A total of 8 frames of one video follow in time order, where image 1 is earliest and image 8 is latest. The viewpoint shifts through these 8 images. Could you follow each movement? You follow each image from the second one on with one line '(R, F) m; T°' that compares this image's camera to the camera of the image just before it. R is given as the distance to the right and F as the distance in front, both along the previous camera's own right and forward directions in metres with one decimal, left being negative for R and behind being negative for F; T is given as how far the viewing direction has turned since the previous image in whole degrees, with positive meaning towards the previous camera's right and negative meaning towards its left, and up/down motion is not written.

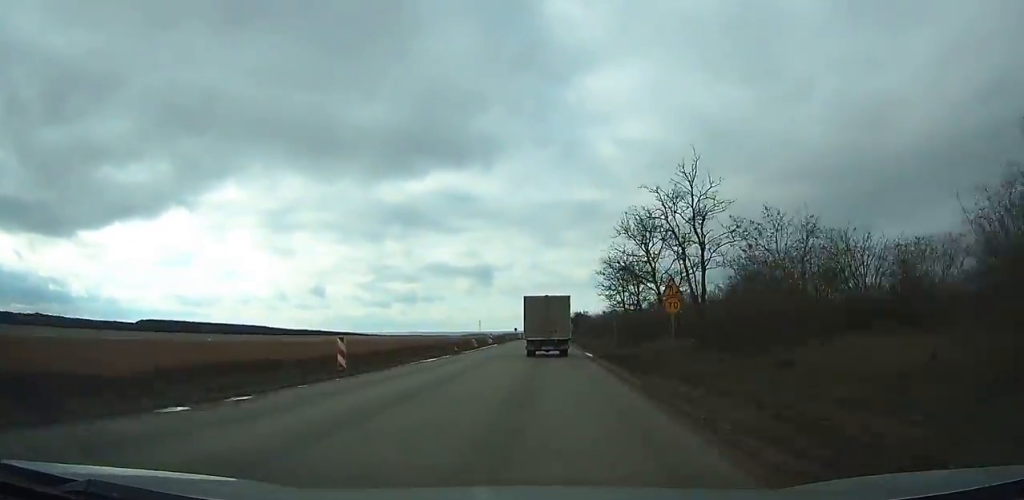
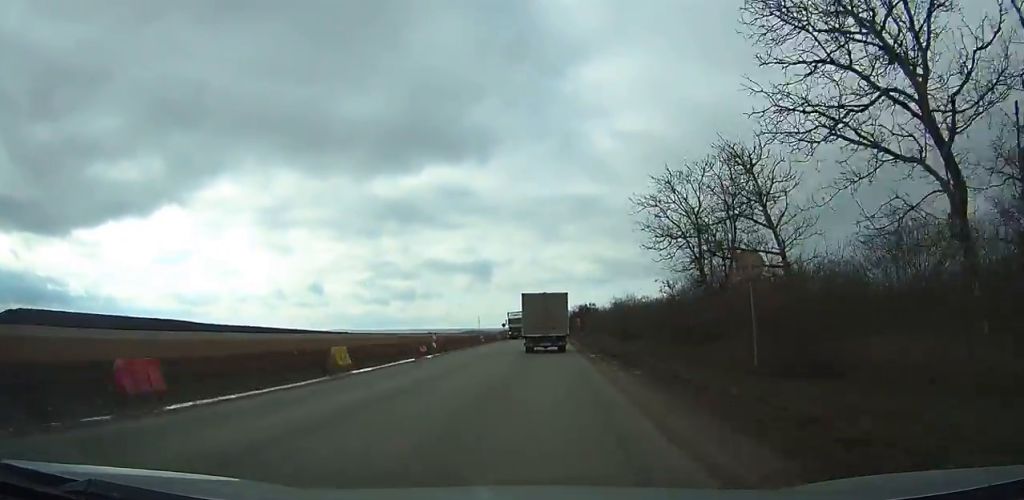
(0.0, +32.0) m; 0°
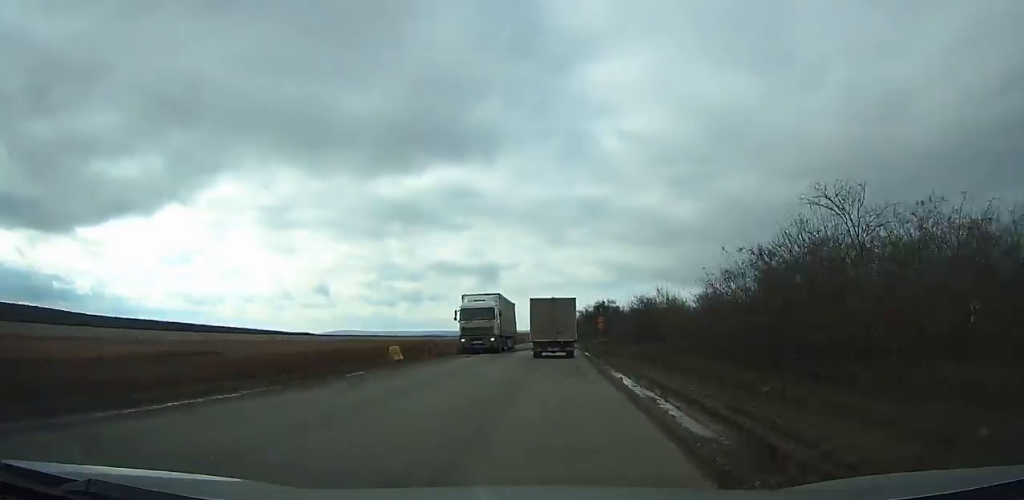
(-0.1, +34.6) m; 0°
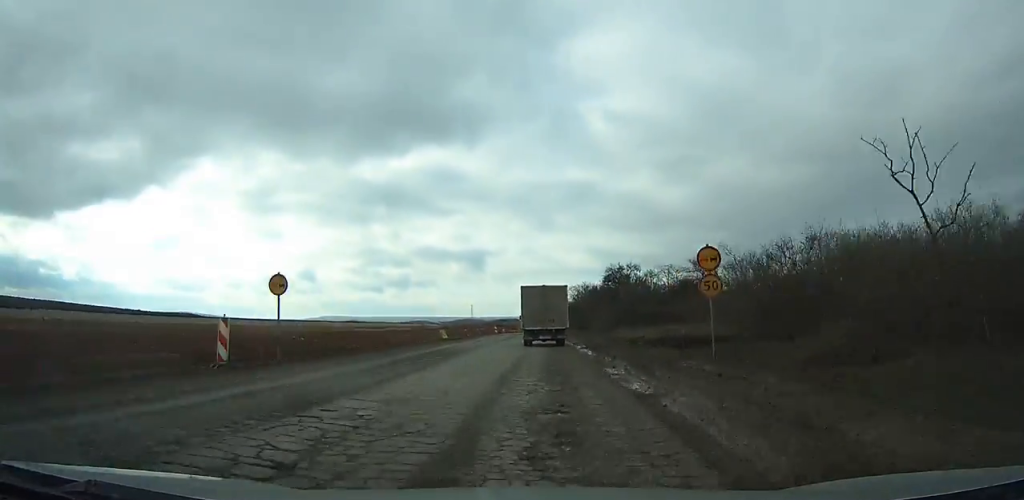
(-0.1, +49.7) m; -1°
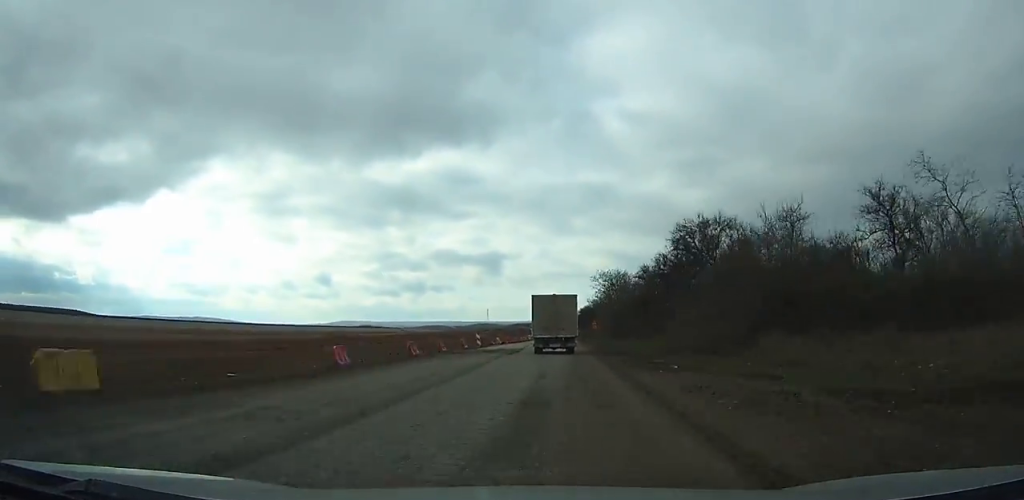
(-0.2, +35.6) m; 0°
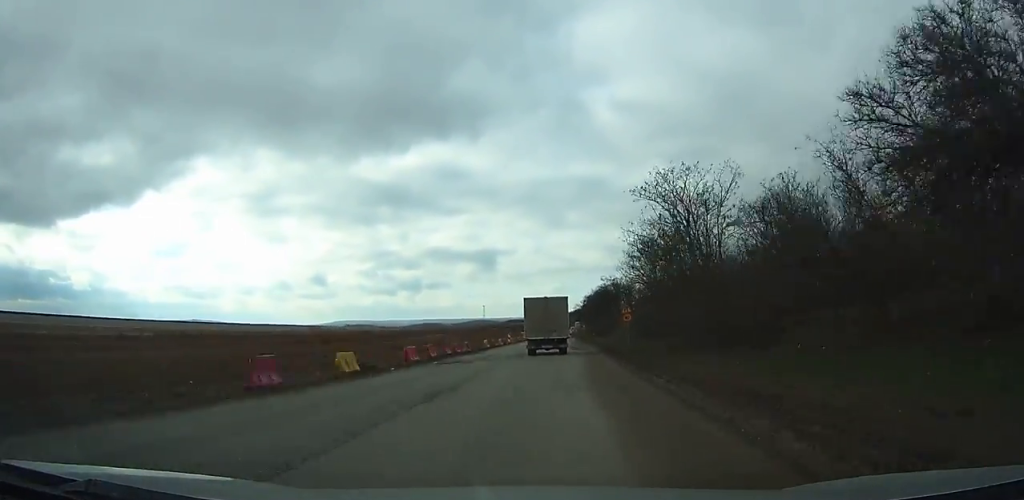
(-0.1, +44.6) m; 0°
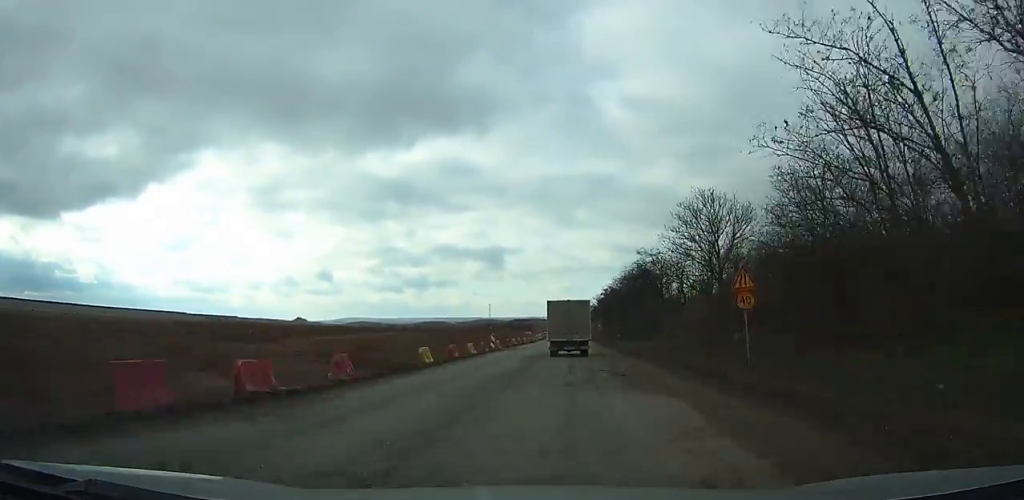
(0.0, +26.8) m; 0°
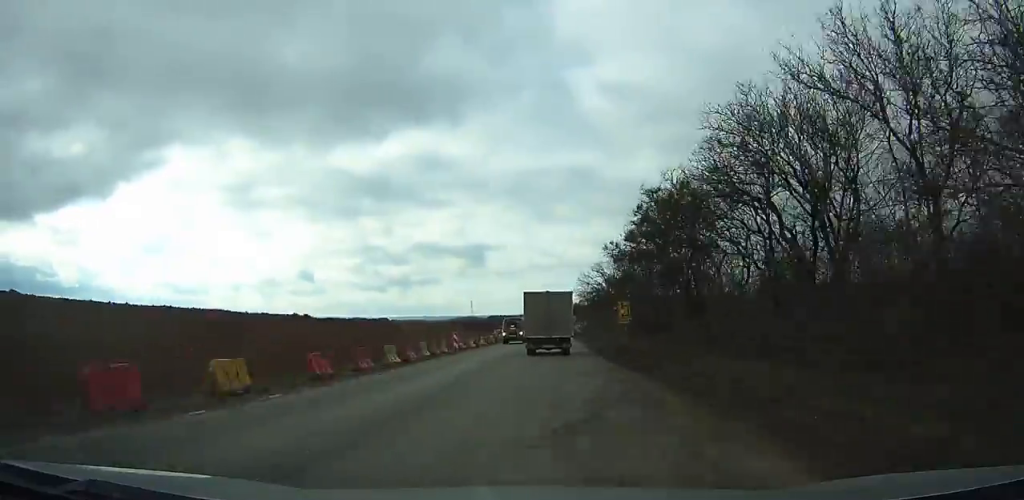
(+0.5, +69.4) m; 0°
